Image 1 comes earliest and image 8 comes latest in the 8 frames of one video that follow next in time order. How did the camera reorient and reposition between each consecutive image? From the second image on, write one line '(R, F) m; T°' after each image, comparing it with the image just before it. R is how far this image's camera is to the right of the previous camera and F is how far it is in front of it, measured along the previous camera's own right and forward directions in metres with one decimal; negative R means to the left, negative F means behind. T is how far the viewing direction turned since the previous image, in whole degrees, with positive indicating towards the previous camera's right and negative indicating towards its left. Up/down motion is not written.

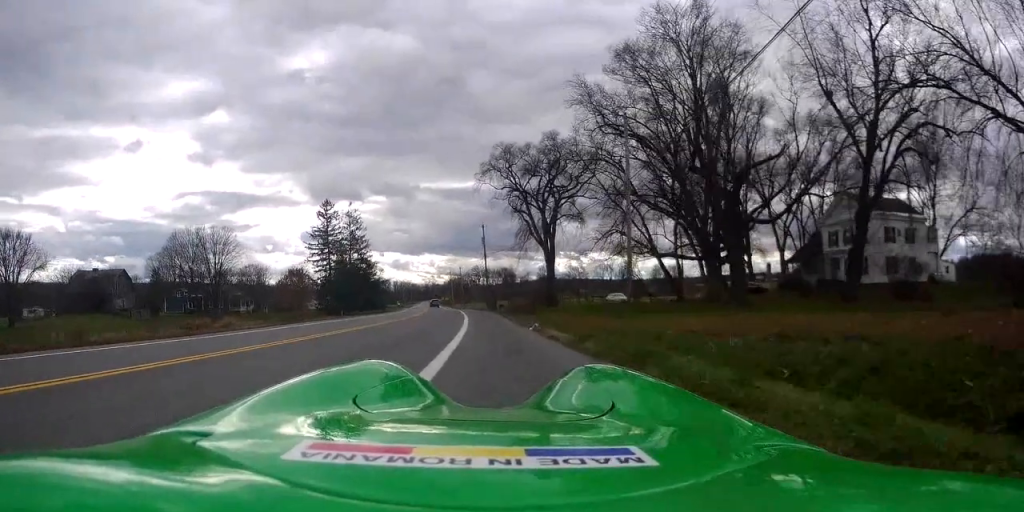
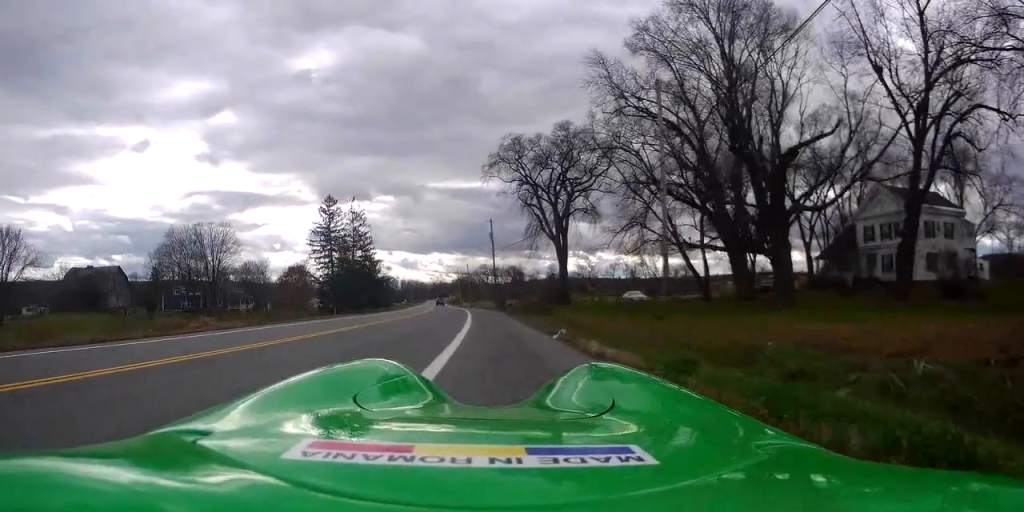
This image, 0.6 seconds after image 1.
(+0.1, +4.8) m; -1°
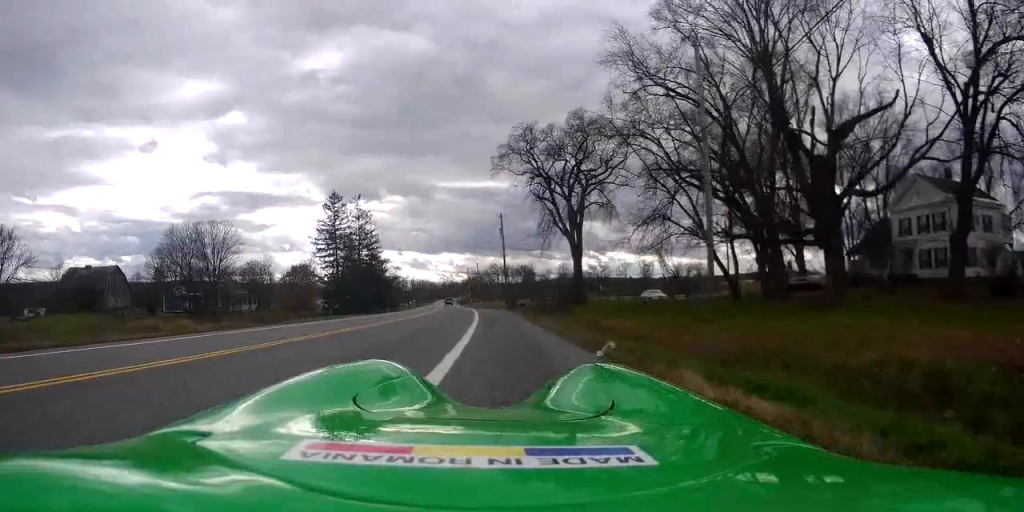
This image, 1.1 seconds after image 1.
(+0.1, +4.2) m; -3°
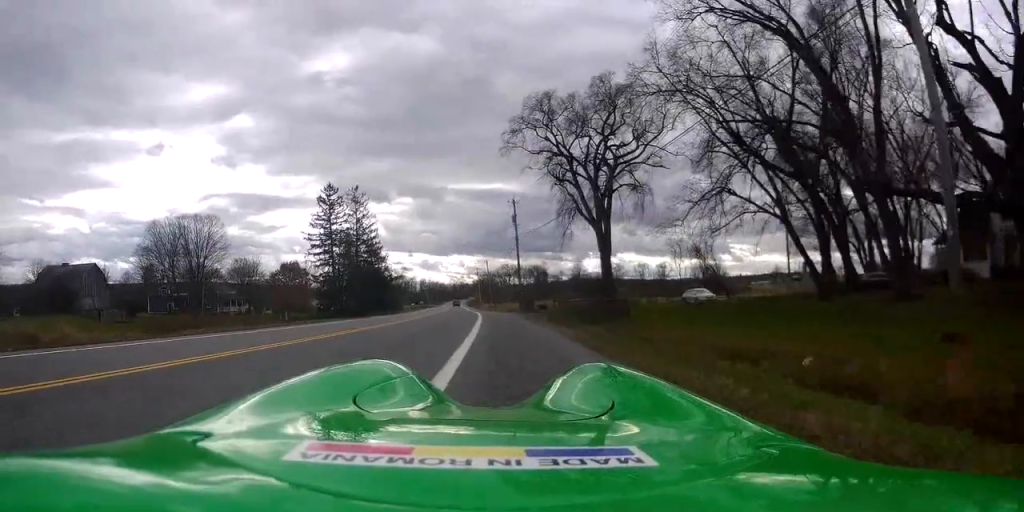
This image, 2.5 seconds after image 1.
(-0.9, +11.9) m; -3°
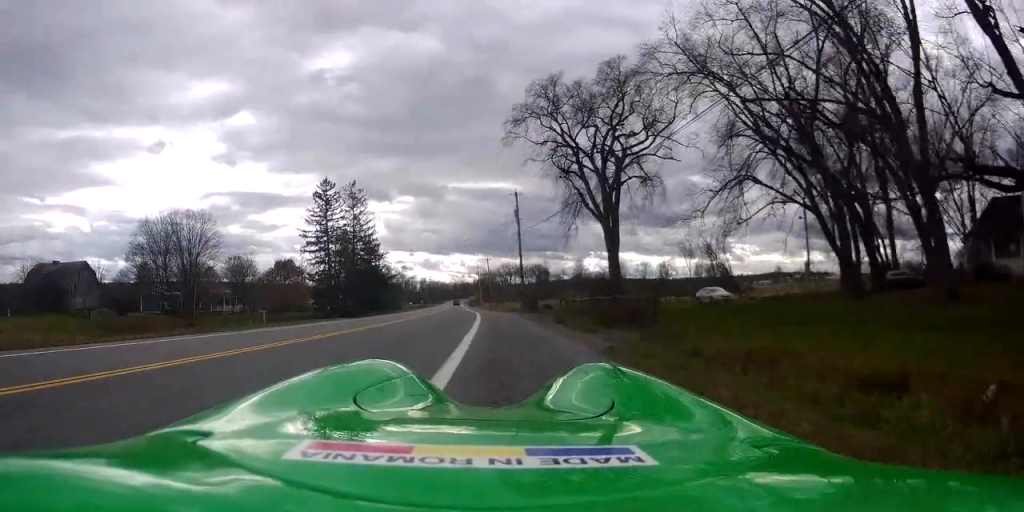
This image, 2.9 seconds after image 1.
(+0.1, +3.7) m; +1°
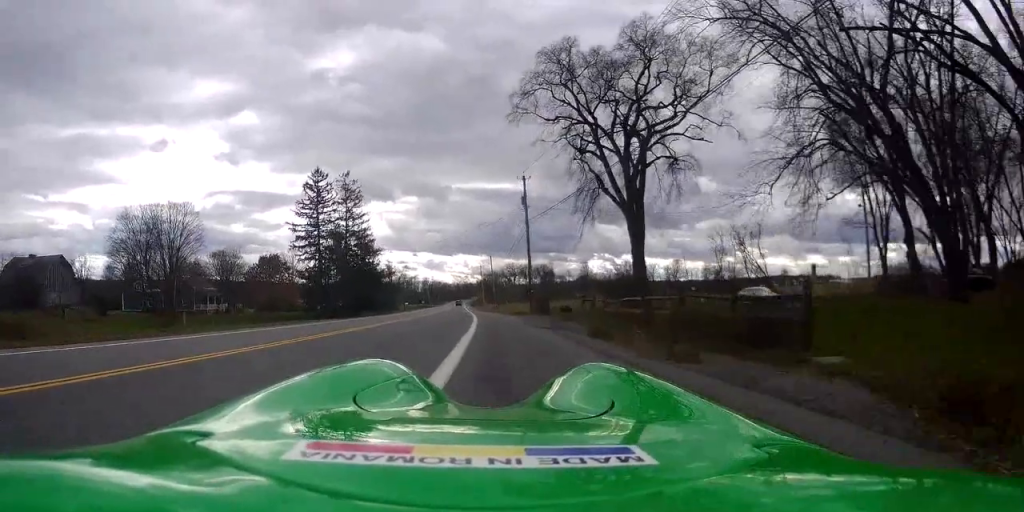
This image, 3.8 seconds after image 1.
(+0.1, +8.6) m; +1°
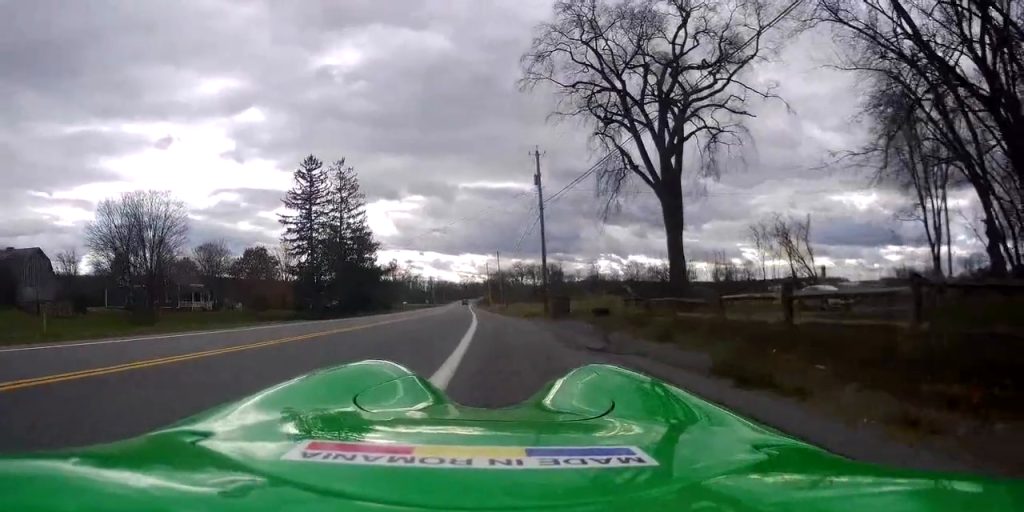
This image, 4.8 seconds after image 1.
(0.0, +8.3) m; 0°
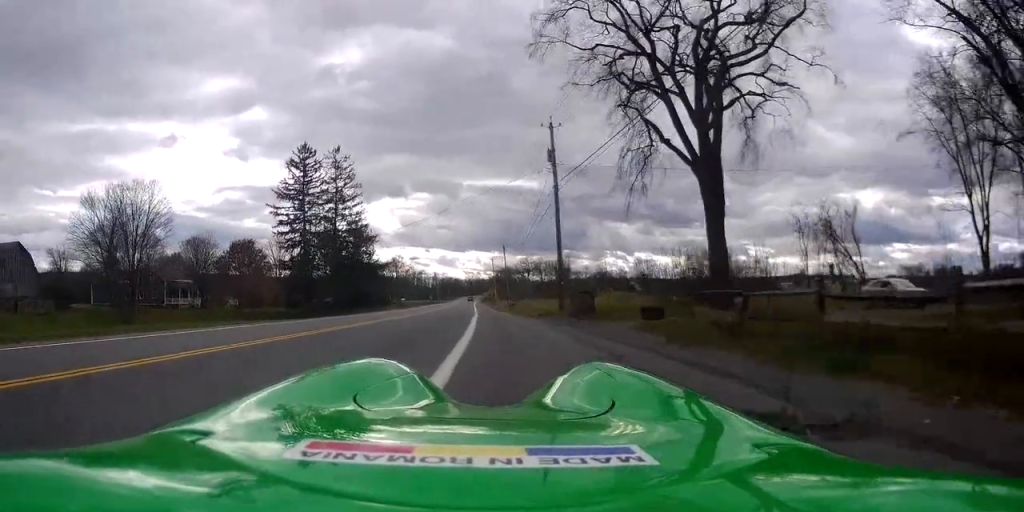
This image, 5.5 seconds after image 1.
(0.0, +6.9) m; -1°
